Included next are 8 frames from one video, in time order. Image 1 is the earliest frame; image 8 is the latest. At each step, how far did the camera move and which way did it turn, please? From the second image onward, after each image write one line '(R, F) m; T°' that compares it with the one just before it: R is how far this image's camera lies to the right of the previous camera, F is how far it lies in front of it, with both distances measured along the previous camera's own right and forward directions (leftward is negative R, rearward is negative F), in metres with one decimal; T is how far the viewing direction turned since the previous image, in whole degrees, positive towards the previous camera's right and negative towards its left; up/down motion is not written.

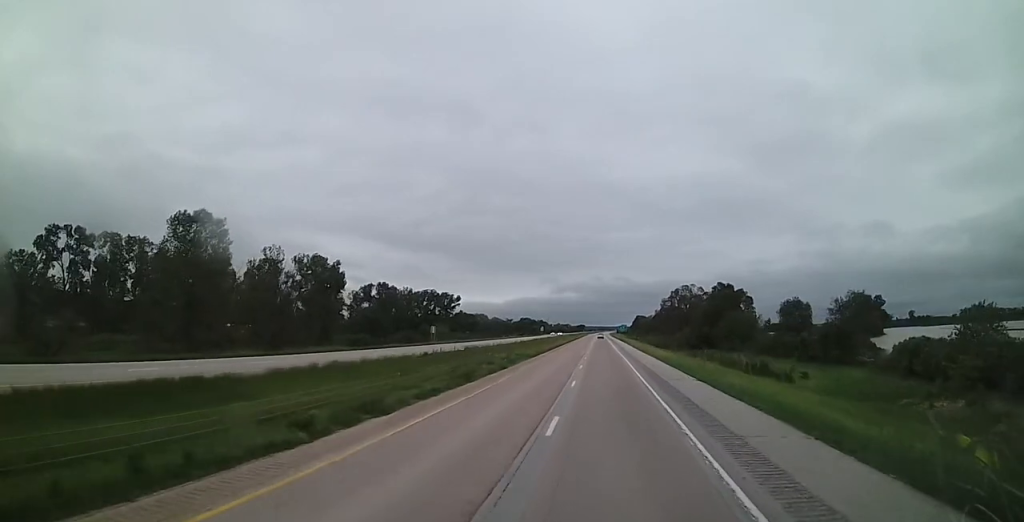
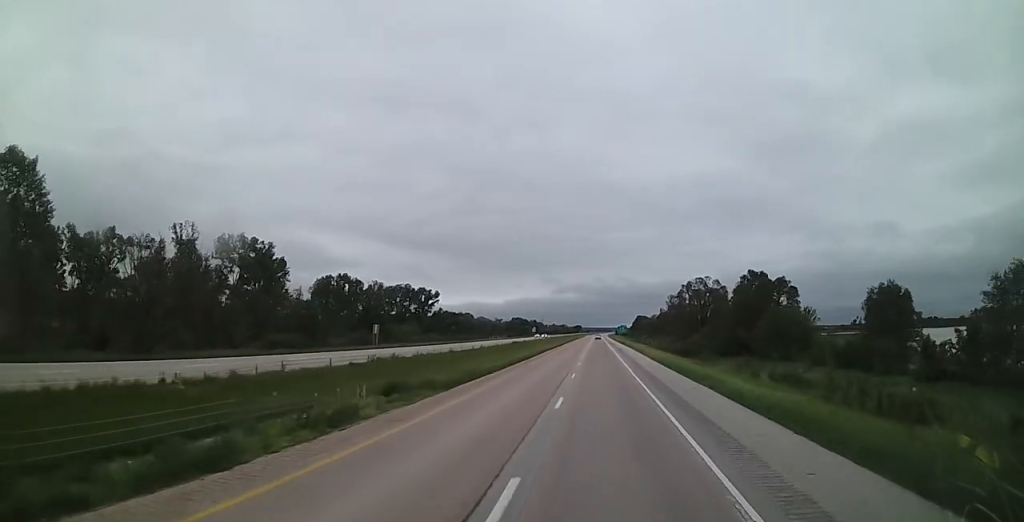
(0.0, +31.2) m; 0°
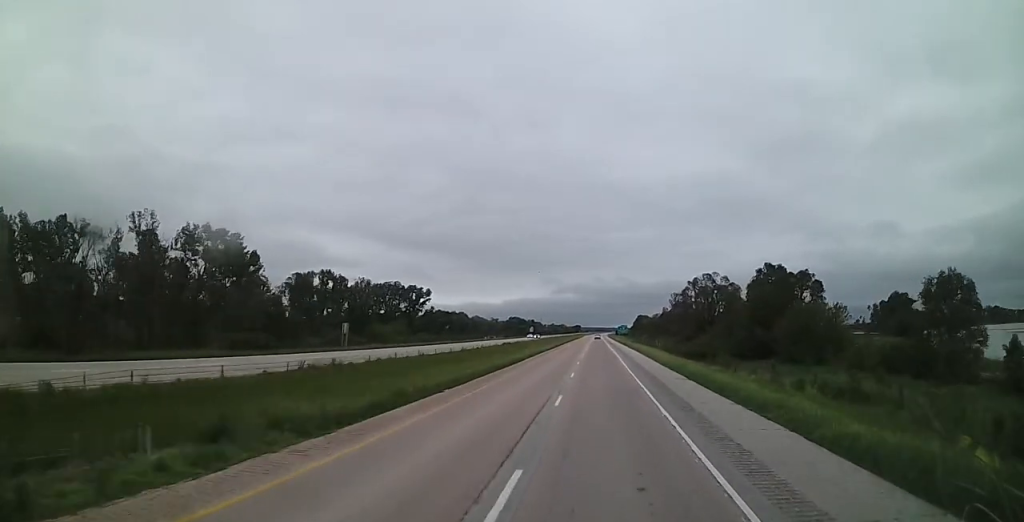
(0.0, +11.6) m; 0°
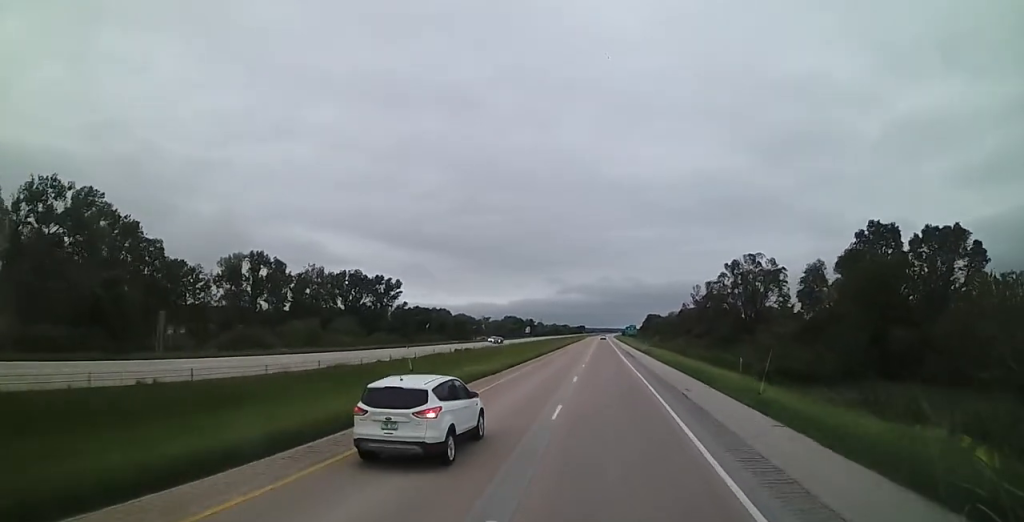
(+0.2, +39.3) m; 0°
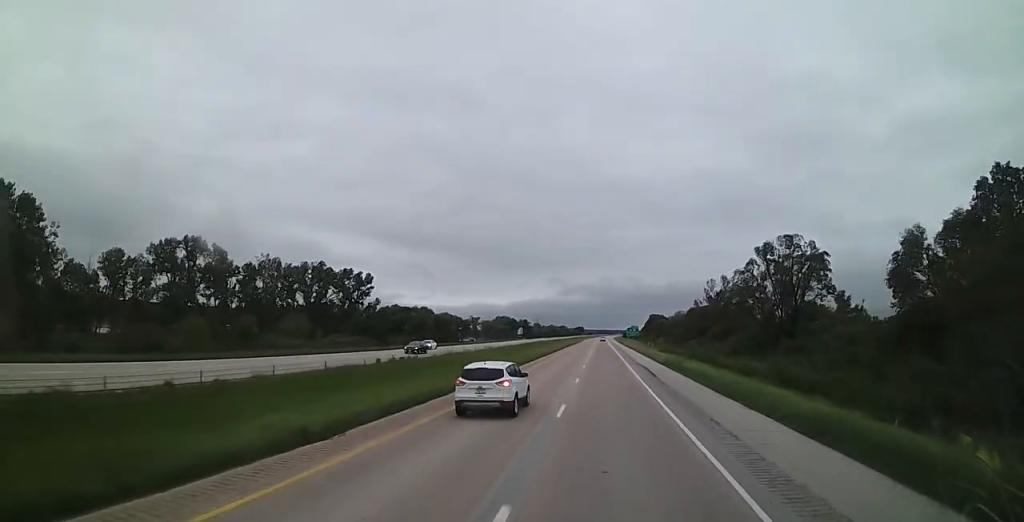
(-0.2, +23.6) m; 0°
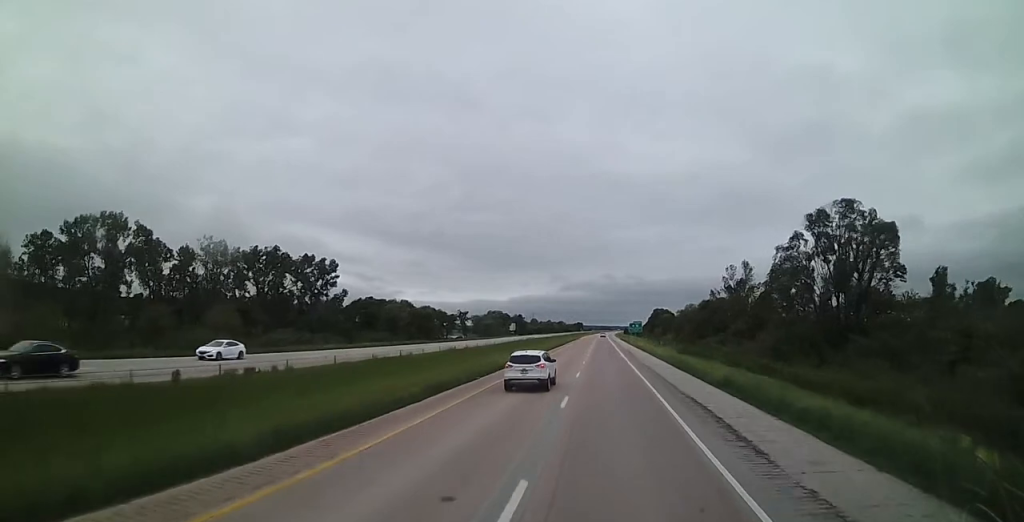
(0.0, +22.8) m; 0°
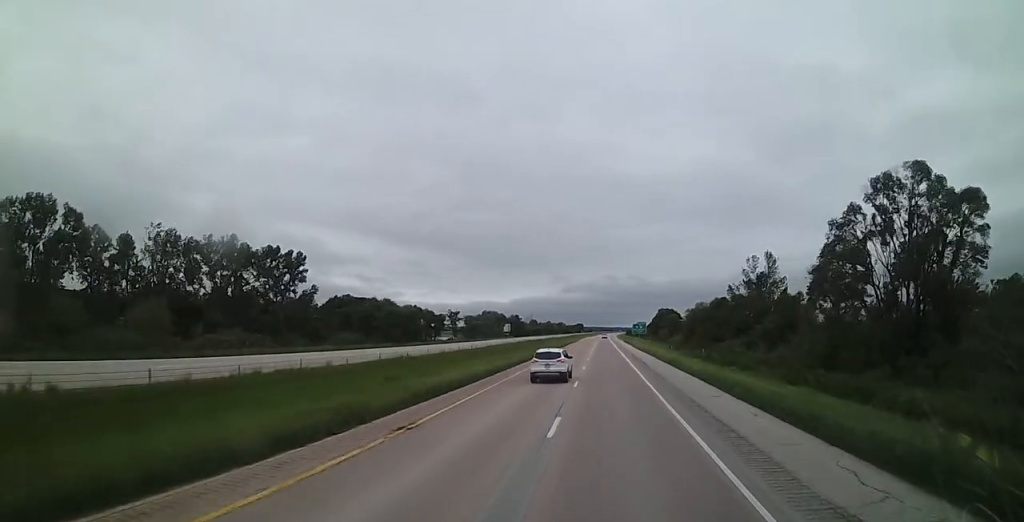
(+0.1, +16.9) m; 0°
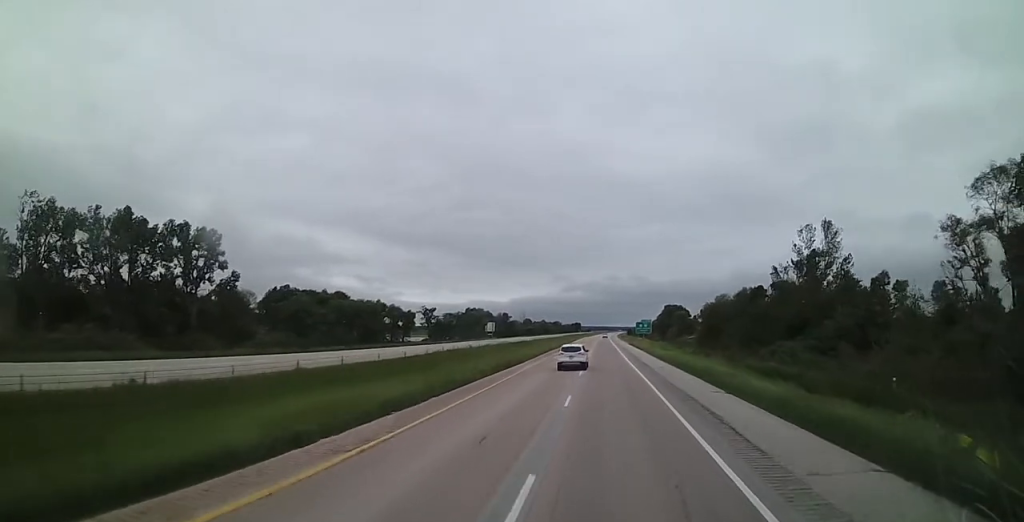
(-0.1, +30.6) m; -1°
